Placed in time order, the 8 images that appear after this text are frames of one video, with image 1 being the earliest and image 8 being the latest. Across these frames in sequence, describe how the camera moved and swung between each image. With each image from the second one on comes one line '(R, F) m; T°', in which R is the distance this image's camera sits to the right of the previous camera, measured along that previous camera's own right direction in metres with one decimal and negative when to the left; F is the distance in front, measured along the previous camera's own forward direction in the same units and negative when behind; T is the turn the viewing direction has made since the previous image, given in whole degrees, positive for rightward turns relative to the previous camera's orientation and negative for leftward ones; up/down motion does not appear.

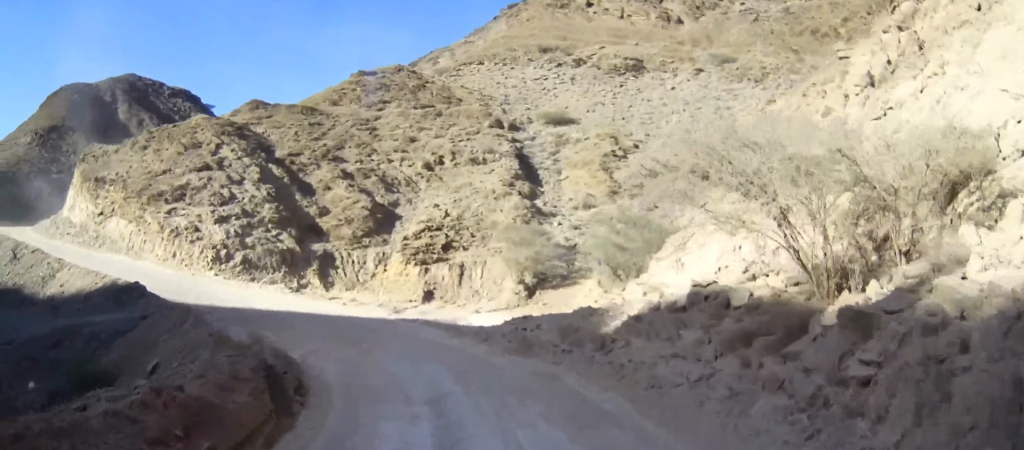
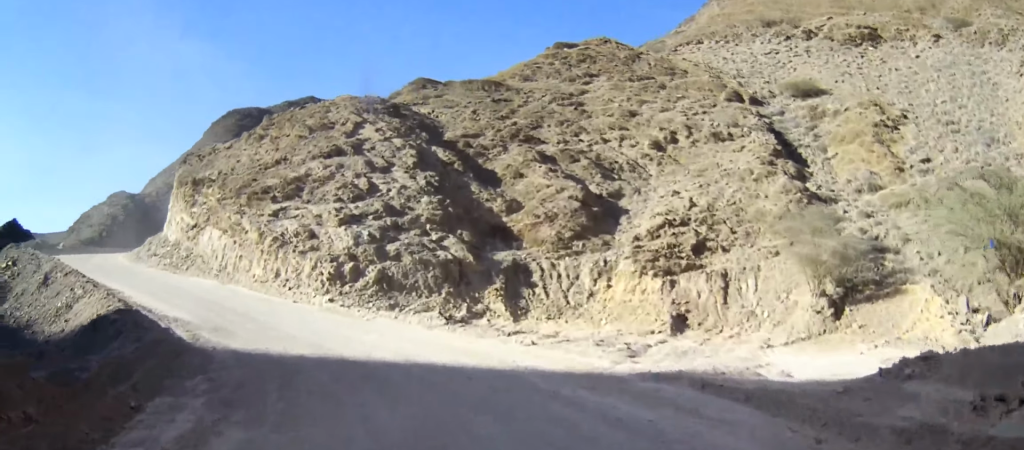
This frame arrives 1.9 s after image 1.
(-2.0, +17.8) m; -16°
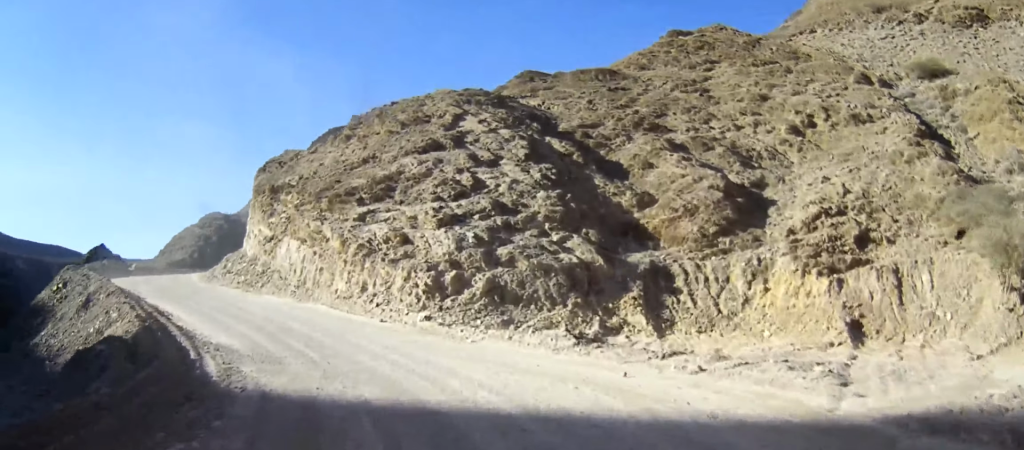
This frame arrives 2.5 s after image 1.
(-0.4, +5.1) m; -7°
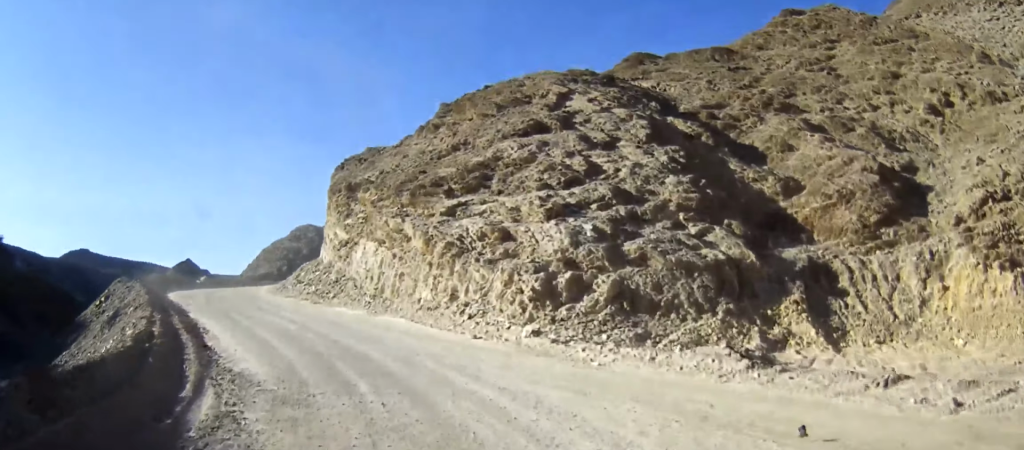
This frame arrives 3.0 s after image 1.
(-0.1, +4.7) m; -7°
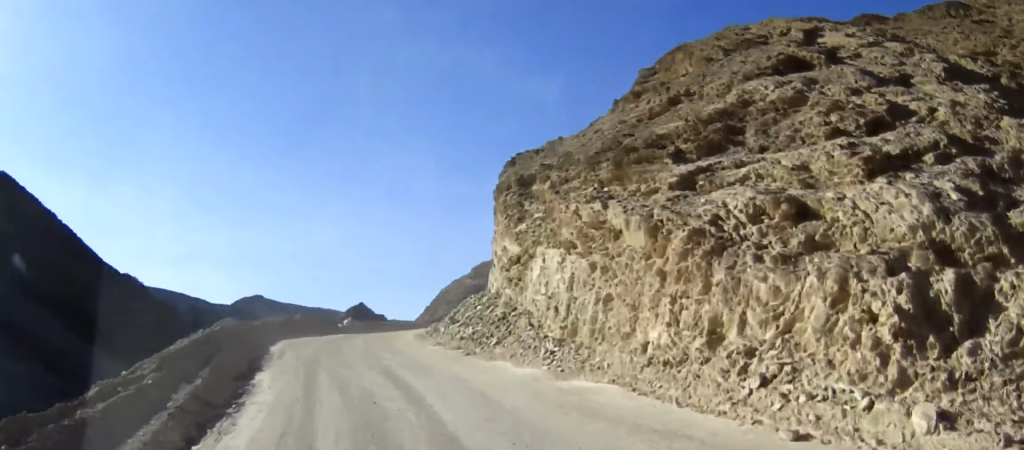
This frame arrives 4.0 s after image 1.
(-1.0, +8.4) m; -17°
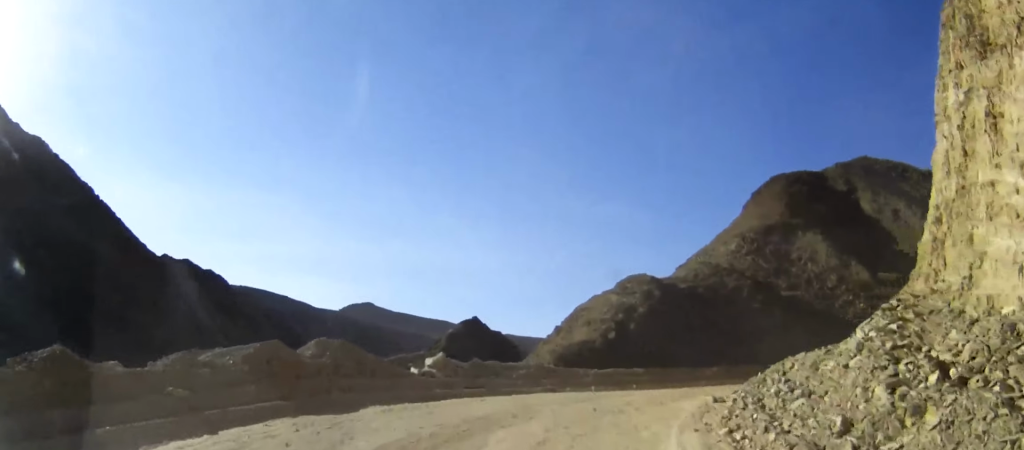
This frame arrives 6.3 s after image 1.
(-4.1, +22.0) m; -11°
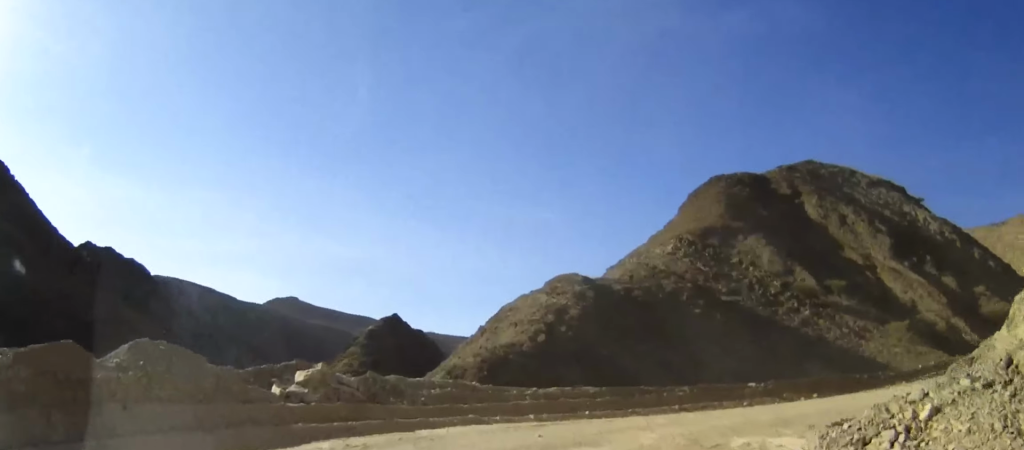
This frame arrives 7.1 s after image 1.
(-0.1, +6.8) m; +2°
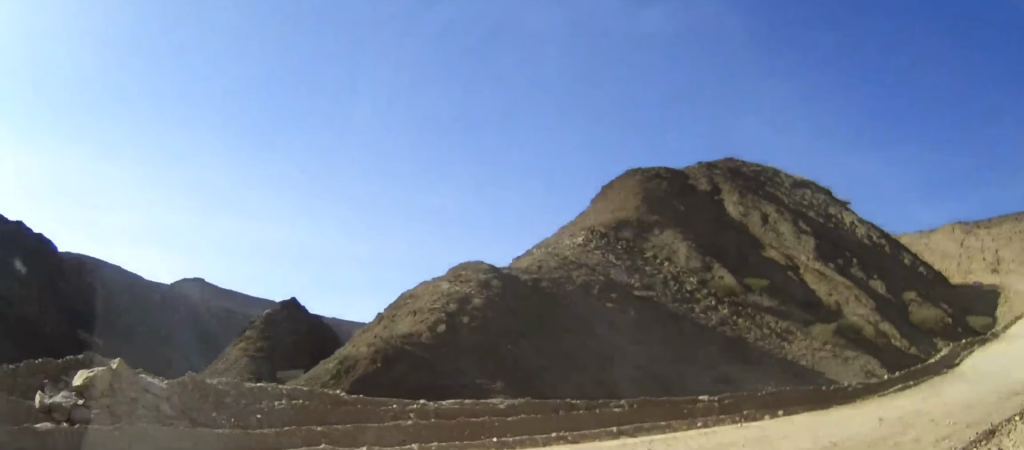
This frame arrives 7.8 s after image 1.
(+0.2, +5.3) m; +8°
